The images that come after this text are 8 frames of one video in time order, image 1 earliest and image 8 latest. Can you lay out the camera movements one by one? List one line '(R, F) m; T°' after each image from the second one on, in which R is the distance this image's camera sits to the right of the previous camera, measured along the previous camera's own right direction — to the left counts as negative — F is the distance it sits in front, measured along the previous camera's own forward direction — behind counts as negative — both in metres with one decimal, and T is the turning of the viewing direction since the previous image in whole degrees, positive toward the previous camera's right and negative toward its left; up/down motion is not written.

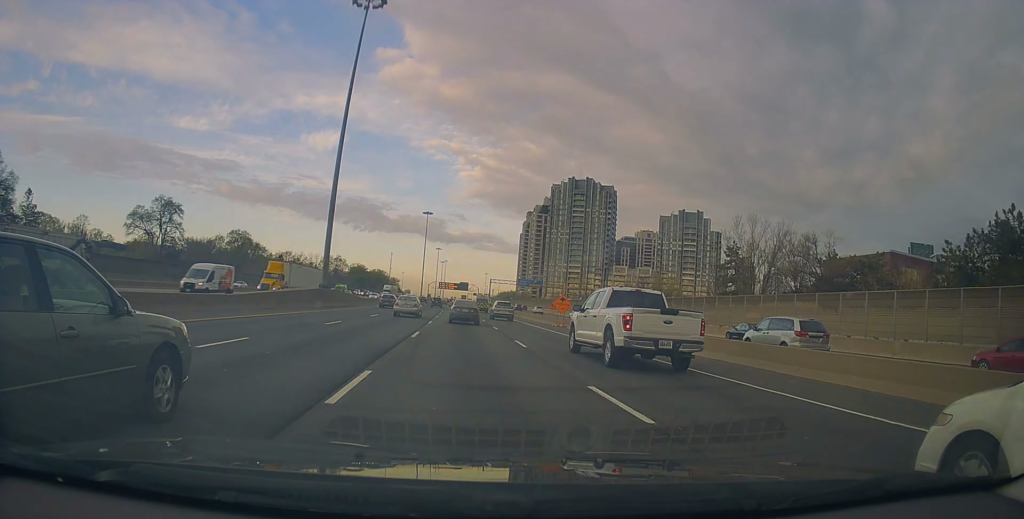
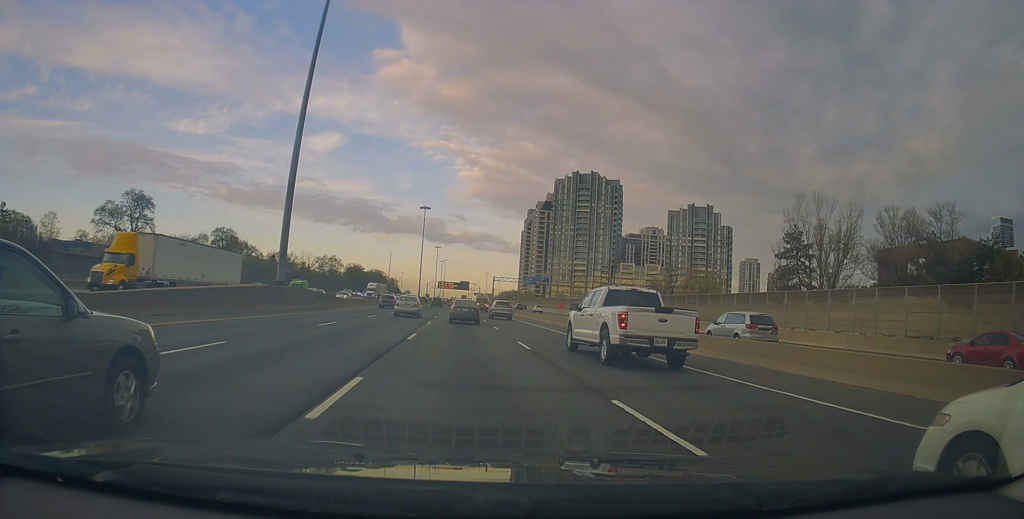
(0.0, +13.0) m; 0°
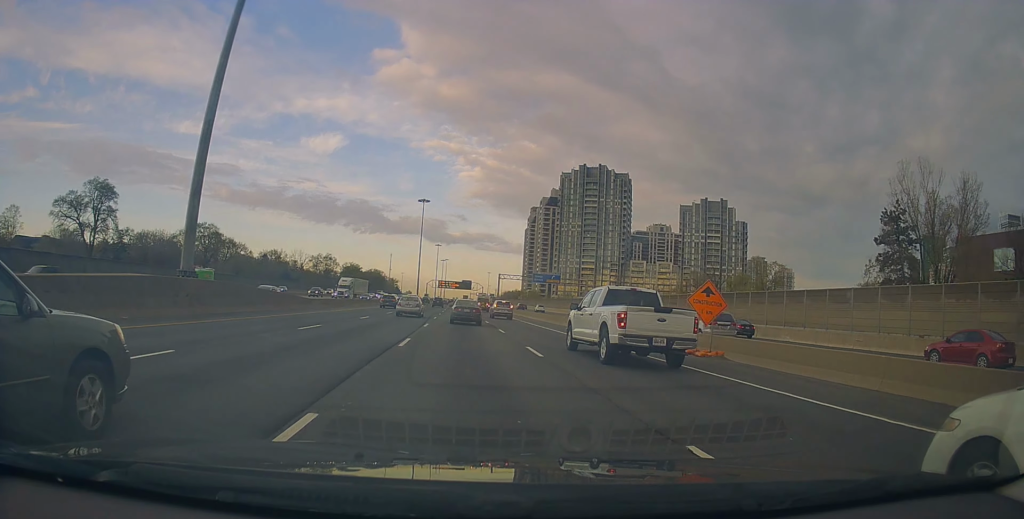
(0.0, +14.1) m; +1°
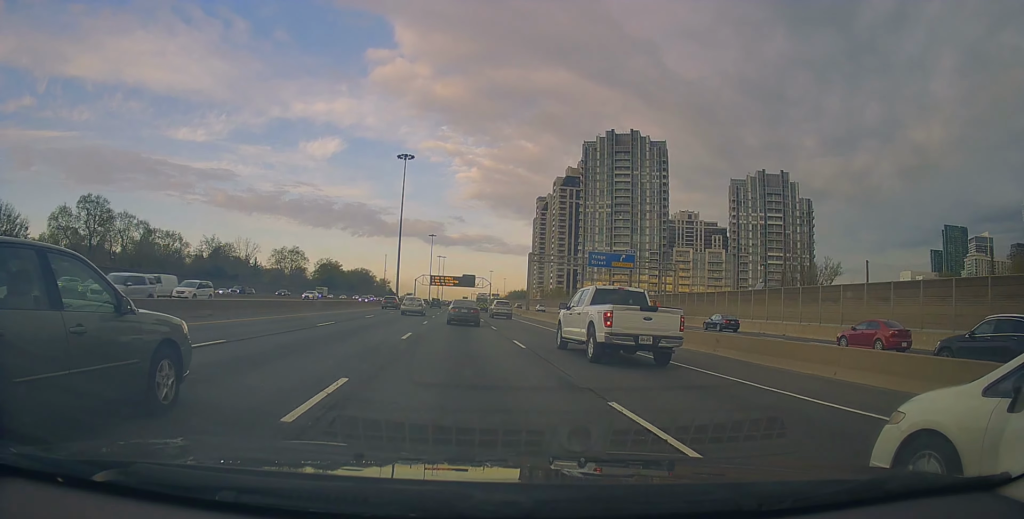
(+0.5, +58.0) m; 0°
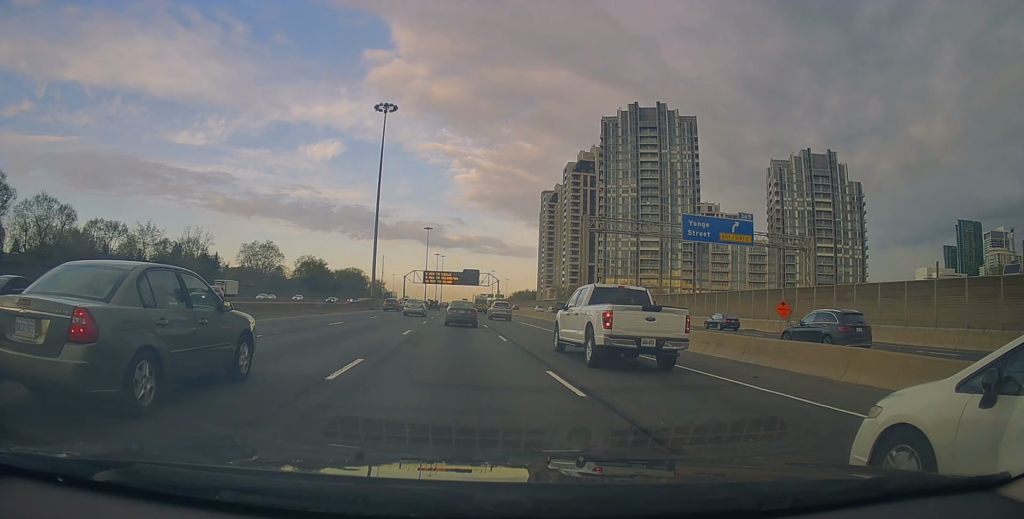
(-0.5, +32.8) m; -1°
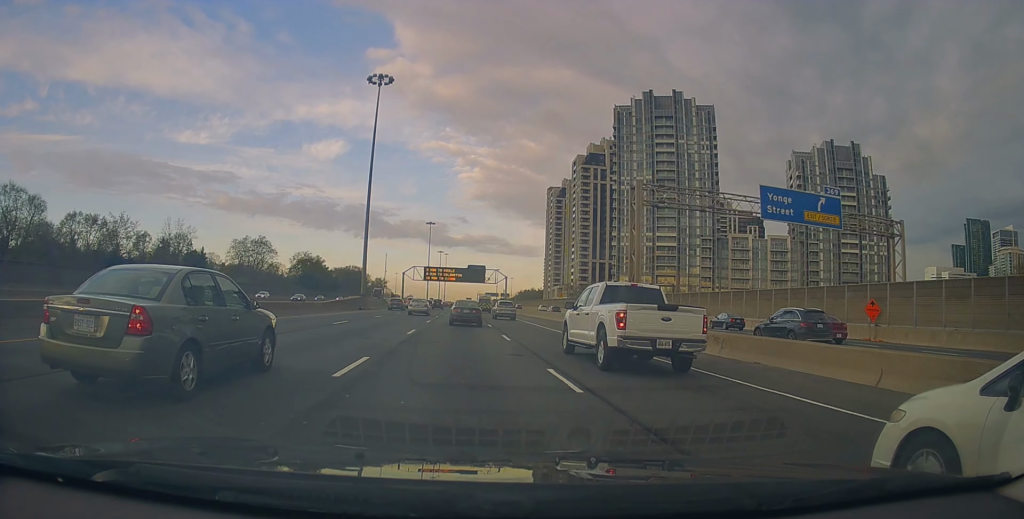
(-0.1, +12.1) m; 0°
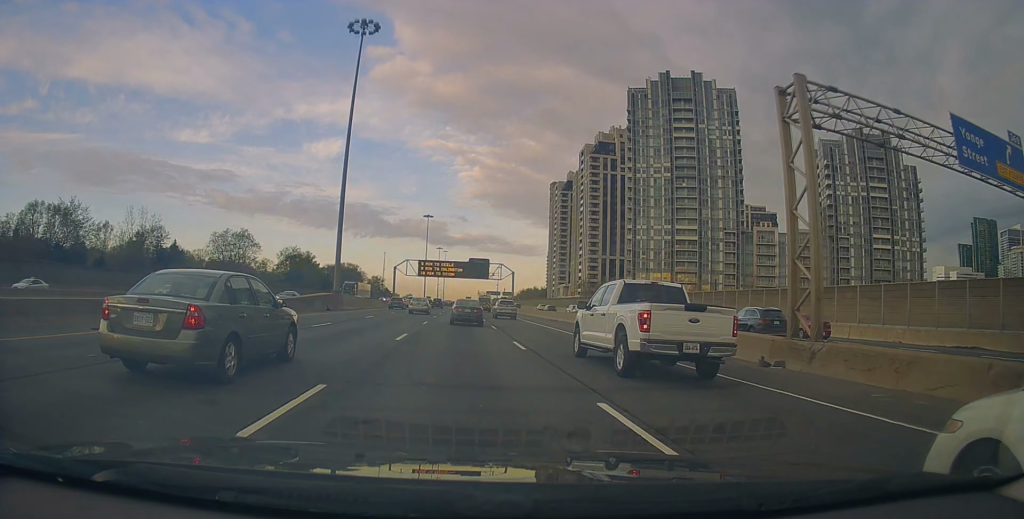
(+0.1, +16.1) m; +2°
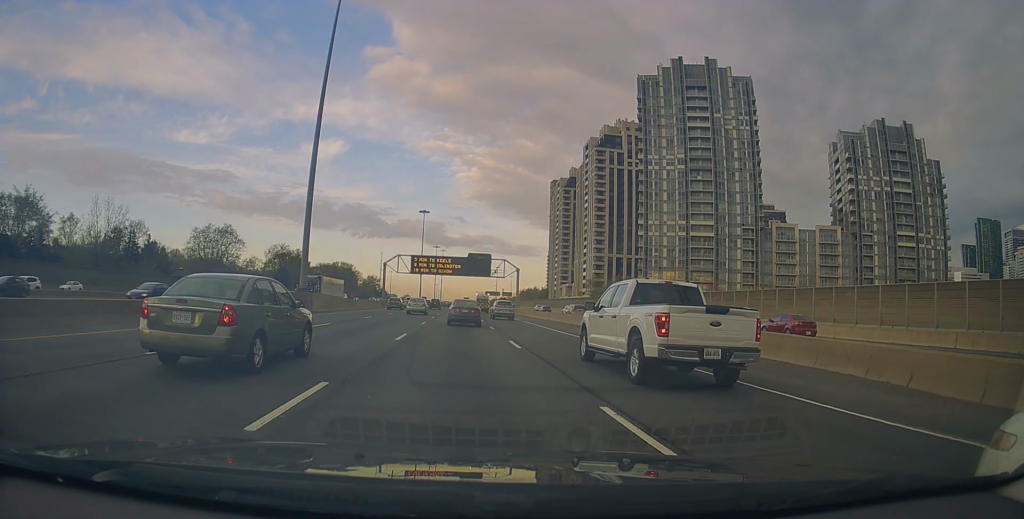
(+0.3, +11.9) m; 0°
